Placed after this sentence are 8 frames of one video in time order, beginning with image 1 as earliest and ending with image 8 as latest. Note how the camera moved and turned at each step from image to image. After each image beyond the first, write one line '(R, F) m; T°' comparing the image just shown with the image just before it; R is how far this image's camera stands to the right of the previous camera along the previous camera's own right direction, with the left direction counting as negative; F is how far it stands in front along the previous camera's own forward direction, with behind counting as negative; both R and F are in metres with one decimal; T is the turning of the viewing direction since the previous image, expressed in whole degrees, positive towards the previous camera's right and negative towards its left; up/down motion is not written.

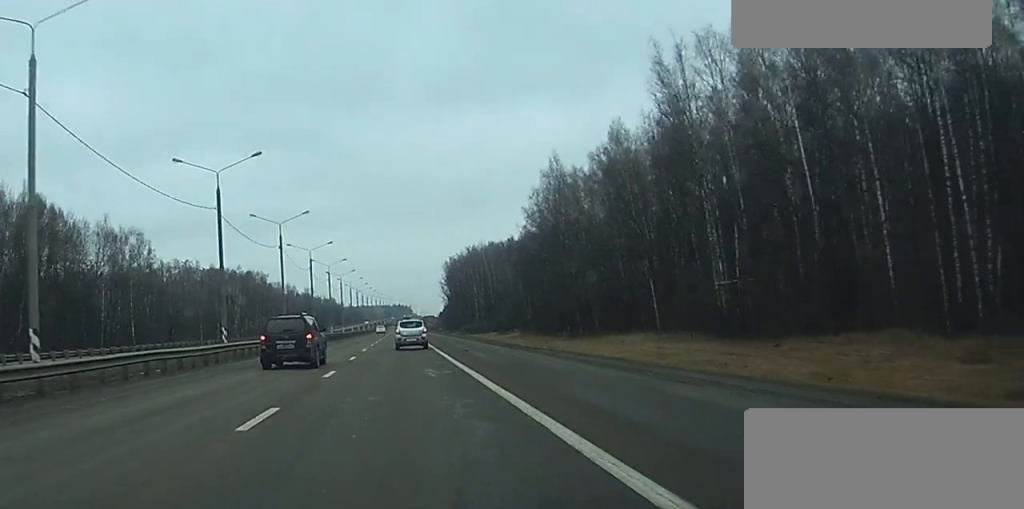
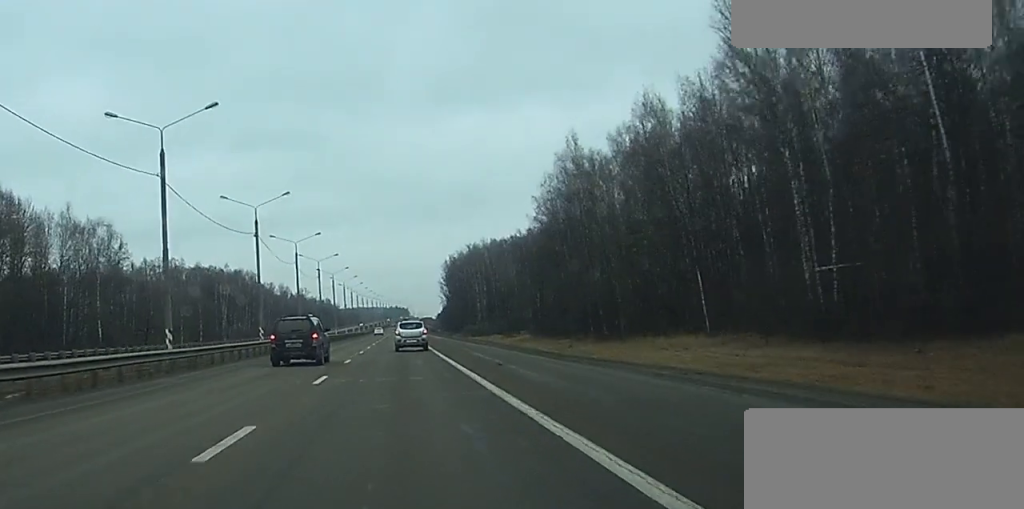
(0.0, +14.4) m; 0°
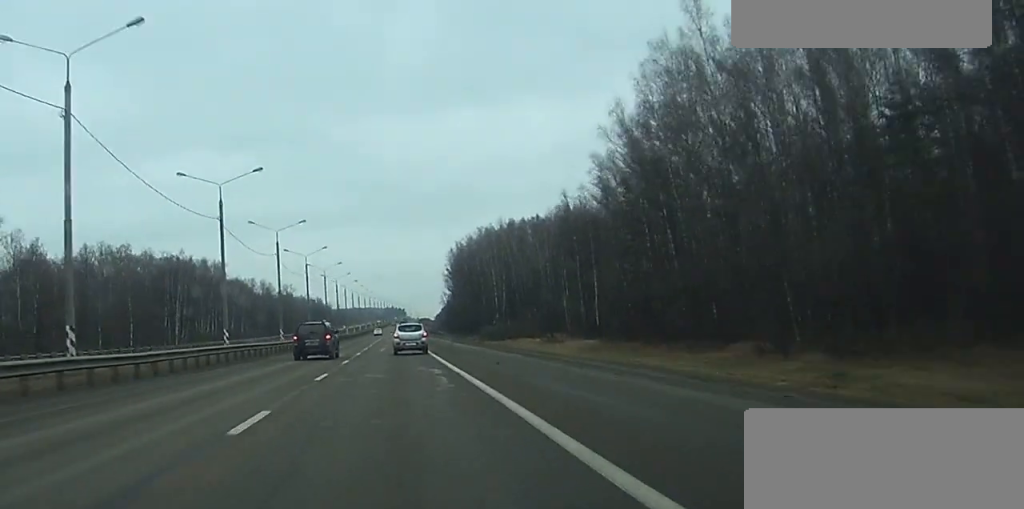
(+0.1, +45.7) m; 0°
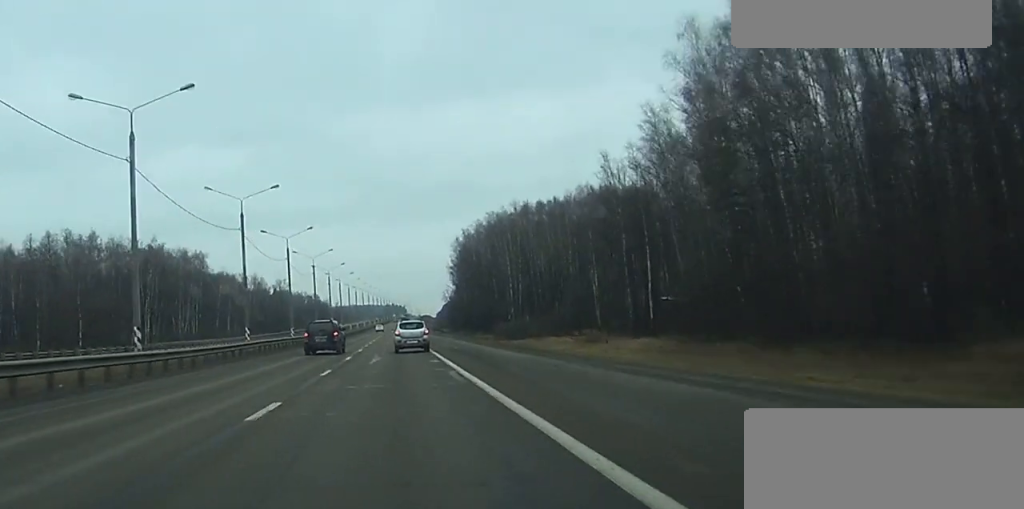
(+0.1, +22.5) m; -1°
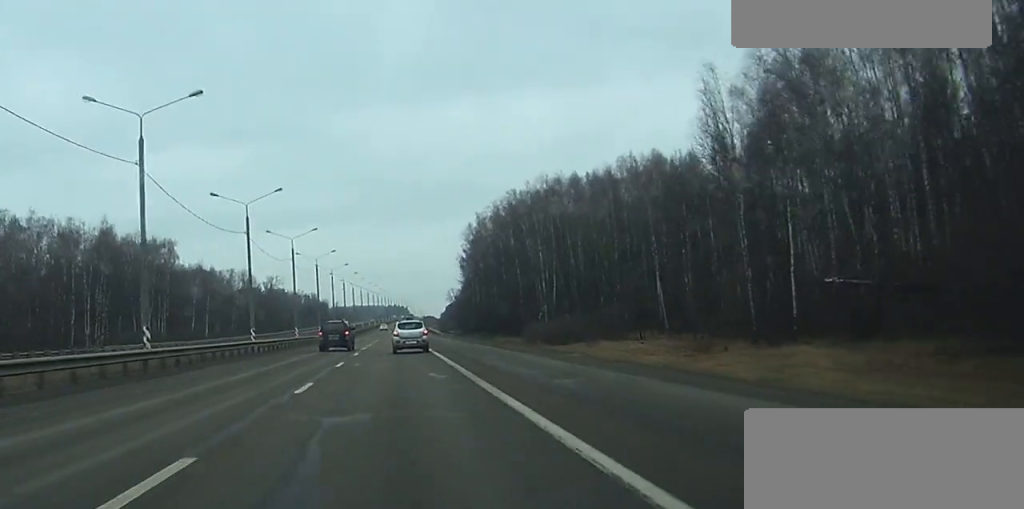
(-0.6, +30.7) m; 0°
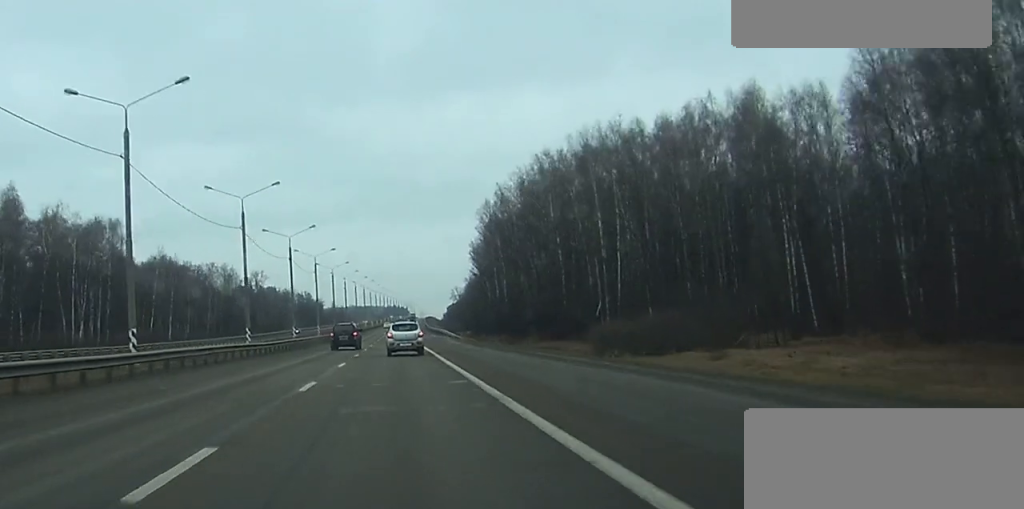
(+0.9, +35.3) m; +2°
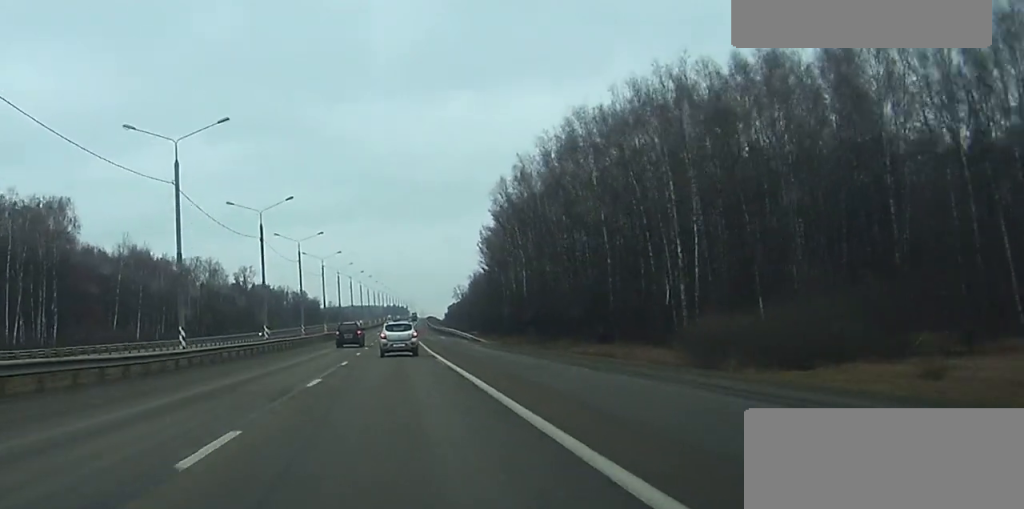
(0.0, +22.6) m; 0°
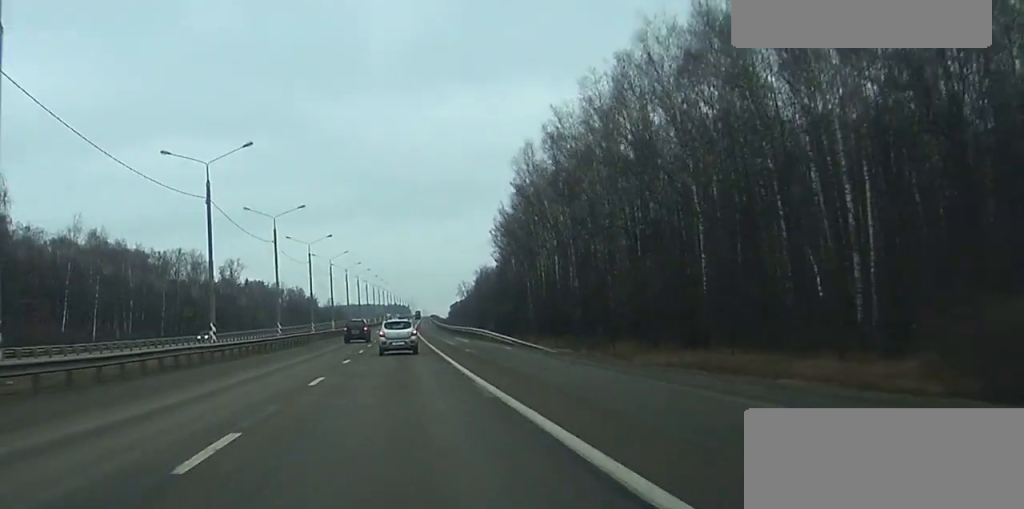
(-0.2, +24.3) m; 0°
